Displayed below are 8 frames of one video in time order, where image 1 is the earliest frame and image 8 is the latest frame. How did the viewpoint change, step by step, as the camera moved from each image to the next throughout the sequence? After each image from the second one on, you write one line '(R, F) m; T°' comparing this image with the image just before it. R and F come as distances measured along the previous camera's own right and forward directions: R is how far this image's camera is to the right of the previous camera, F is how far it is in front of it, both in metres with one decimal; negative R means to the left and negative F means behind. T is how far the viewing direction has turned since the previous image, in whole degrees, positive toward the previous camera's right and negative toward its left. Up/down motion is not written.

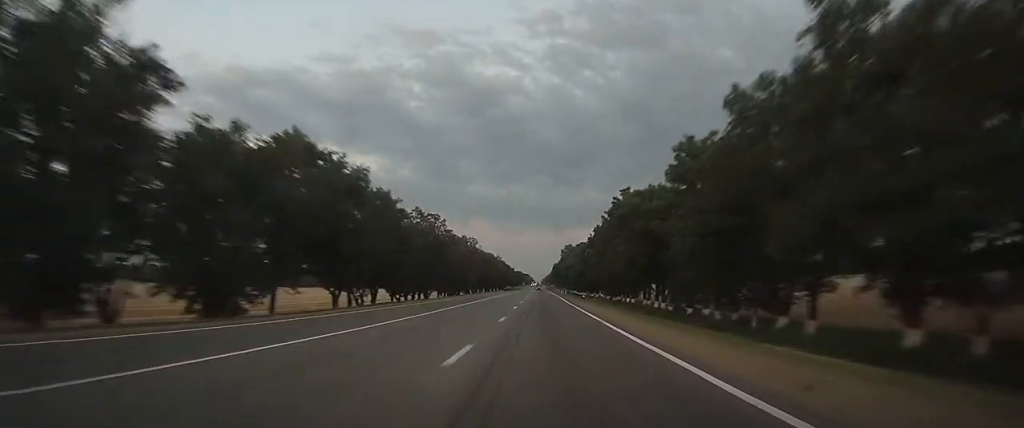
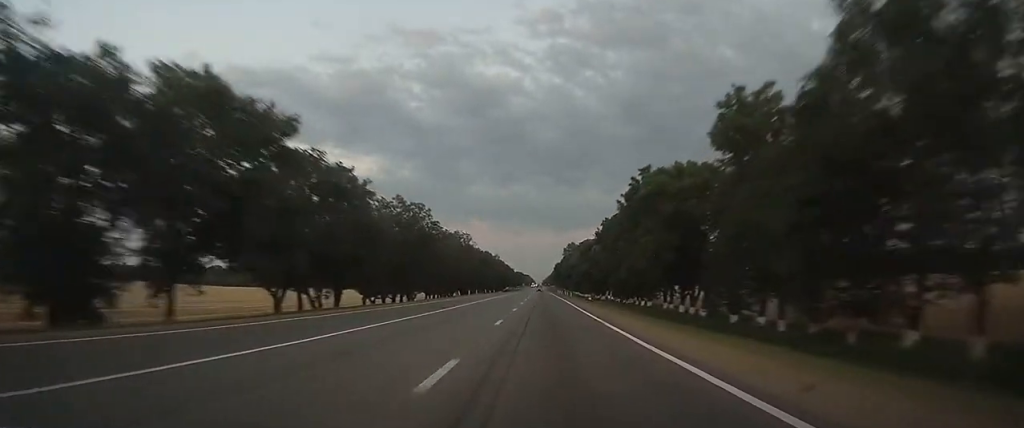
(0.0, +14.4) m; 0°
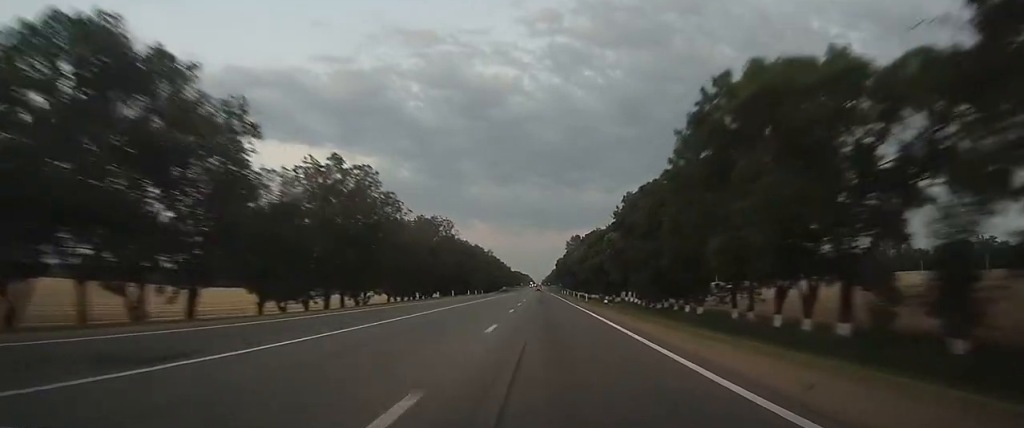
(0.0, +27.6) m; 0°
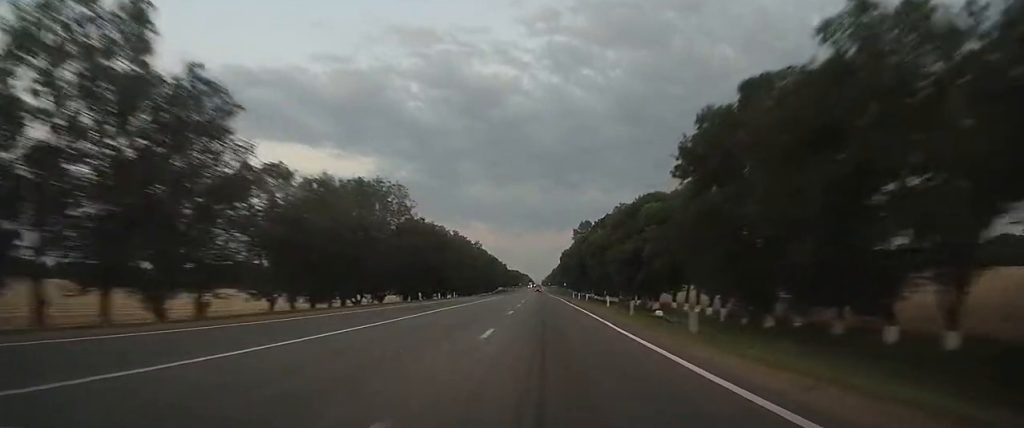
(+0.1, +37.7) m; 0°
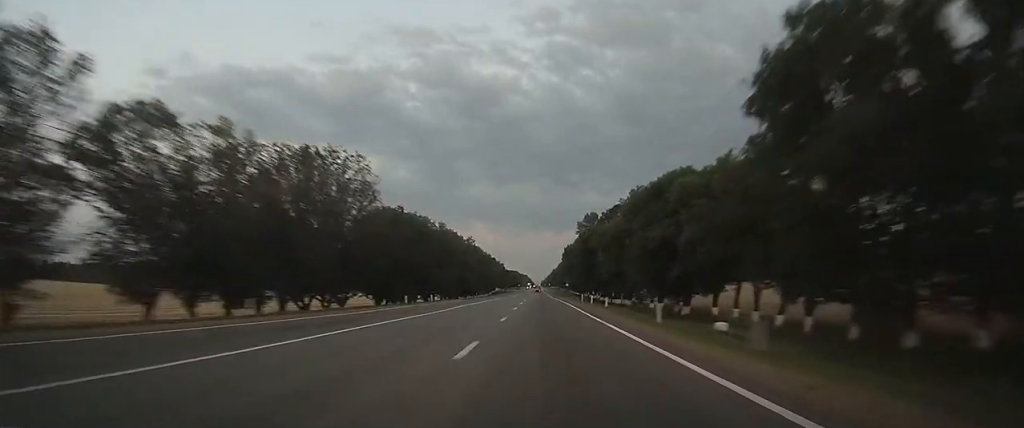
(0.0, +16.2) m; 0°
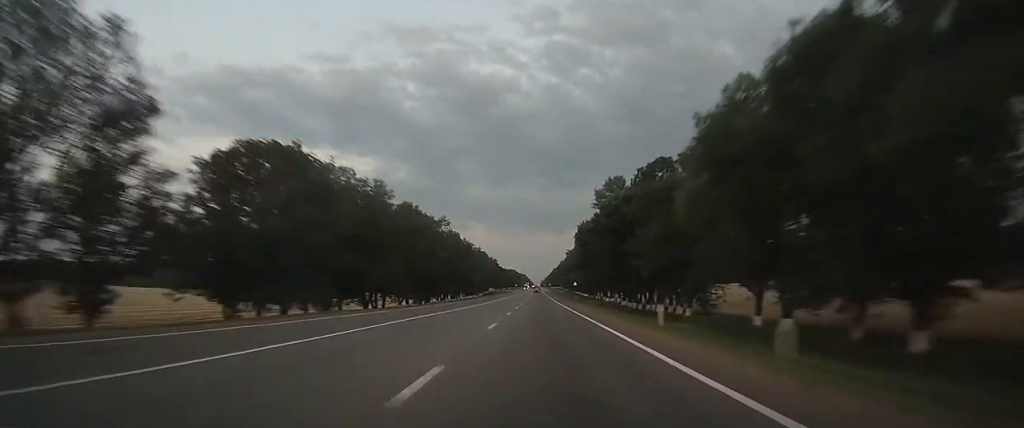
(0.0, +39.3) m; 0°
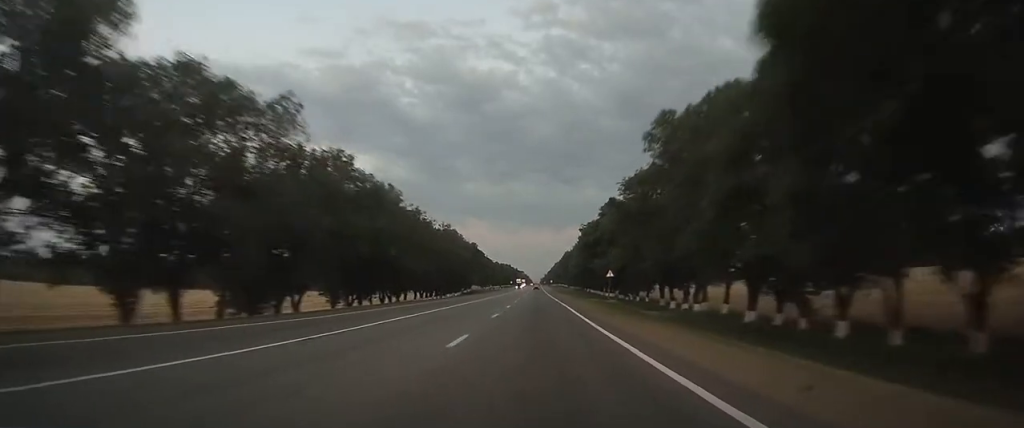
(+0.2, +65.9) m; 0°
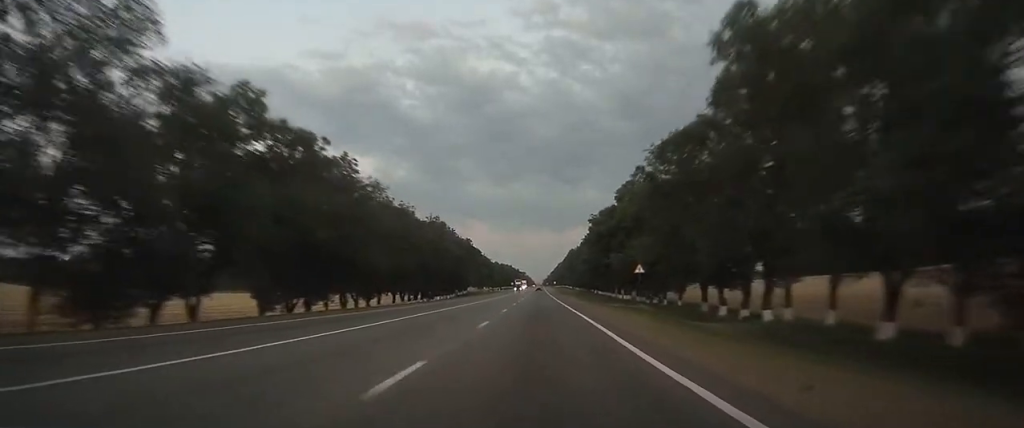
(0.0, +17.9) m; 0°
